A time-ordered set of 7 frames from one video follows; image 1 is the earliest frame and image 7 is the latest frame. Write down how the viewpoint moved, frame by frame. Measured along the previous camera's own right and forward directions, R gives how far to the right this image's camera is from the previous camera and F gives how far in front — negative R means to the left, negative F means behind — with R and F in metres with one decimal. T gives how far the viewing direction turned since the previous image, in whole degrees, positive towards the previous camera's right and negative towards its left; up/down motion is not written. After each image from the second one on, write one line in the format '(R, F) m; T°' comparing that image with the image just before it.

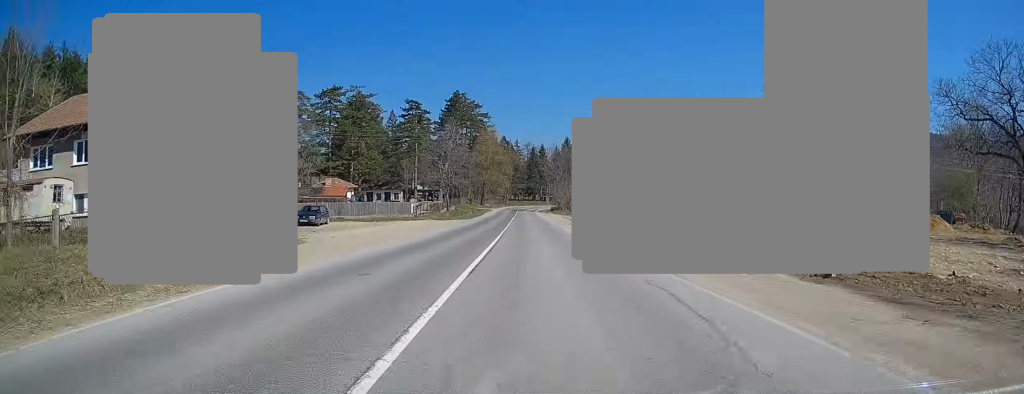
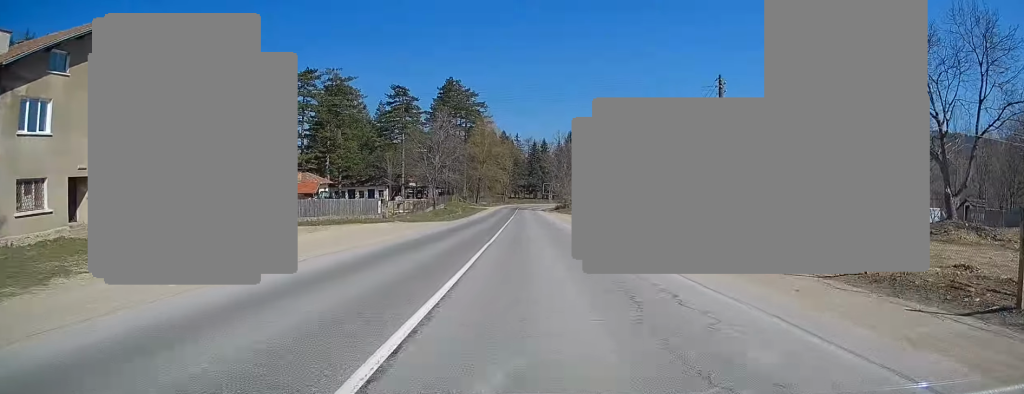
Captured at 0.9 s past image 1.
(+0.1, +14.1) m; 0°
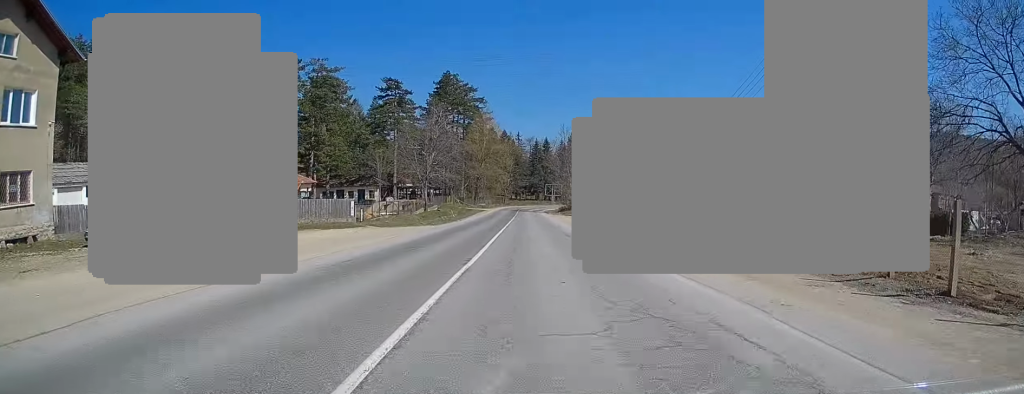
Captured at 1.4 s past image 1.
(-0.1, +7.7) m; 0°
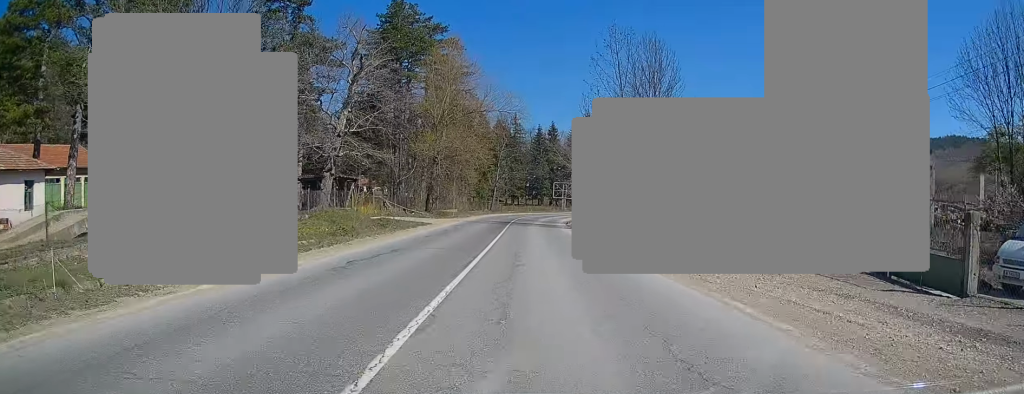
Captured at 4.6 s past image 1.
(+0.1, +49.0) m; +1°
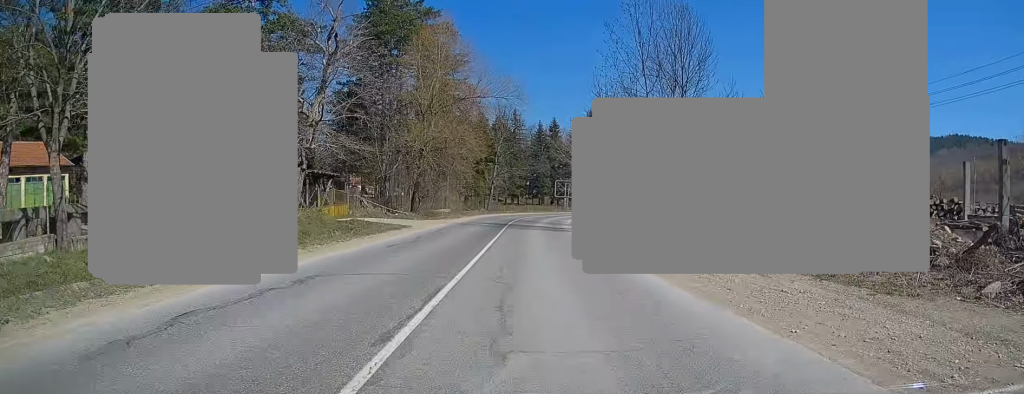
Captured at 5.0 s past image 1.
(0.0, +6.7) m; 0°
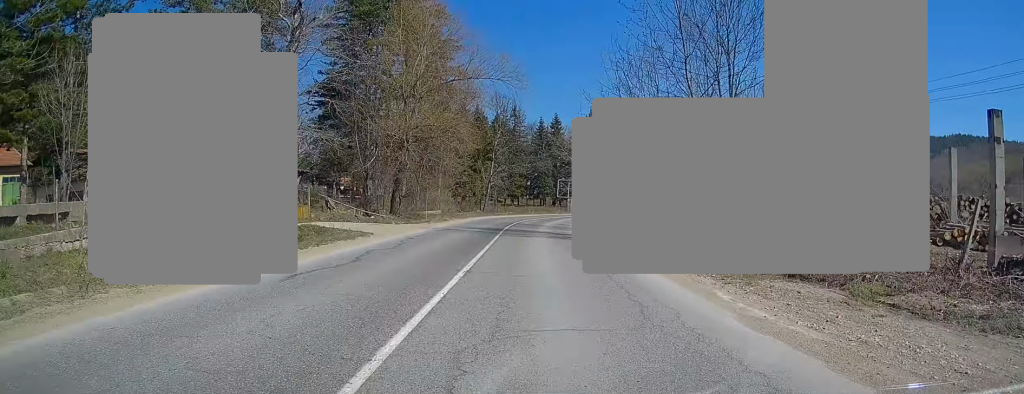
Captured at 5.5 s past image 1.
(+0.1, +7.2) m; 0°
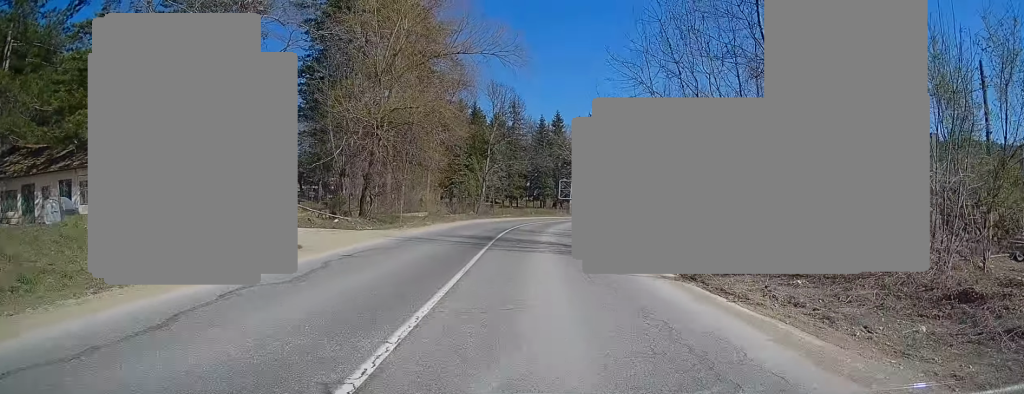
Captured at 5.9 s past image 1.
(+0.1, +7.2) m; 0°
